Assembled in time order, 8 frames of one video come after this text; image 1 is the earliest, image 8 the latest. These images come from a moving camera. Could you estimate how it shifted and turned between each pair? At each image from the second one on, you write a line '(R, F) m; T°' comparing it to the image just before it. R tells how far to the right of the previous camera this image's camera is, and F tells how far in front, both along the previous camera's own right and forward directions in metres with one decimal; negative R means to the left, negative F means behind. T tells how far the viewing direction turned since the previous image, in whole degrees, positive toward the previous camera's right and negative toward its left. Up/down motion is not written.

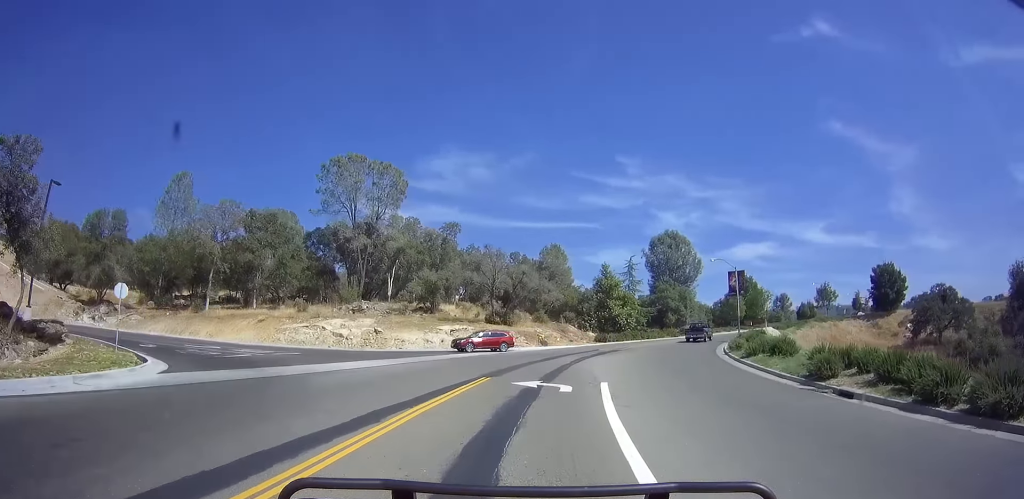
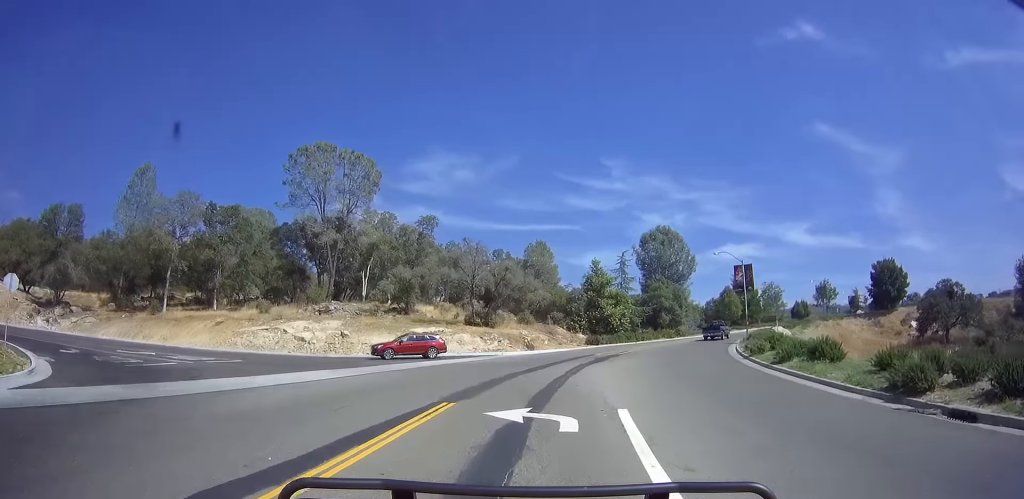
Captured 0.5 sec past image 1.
(+0.2, +5.5) m; +1°
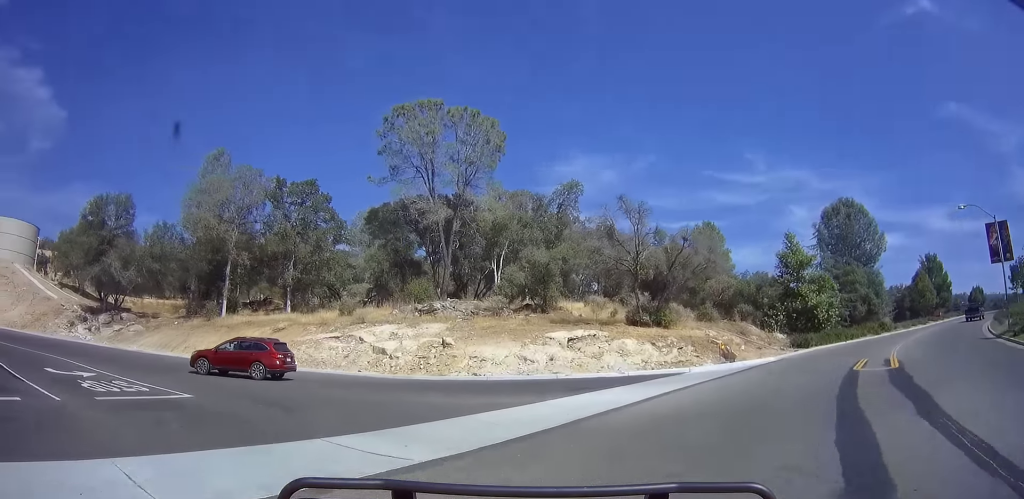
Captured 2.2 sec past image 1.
(-1.4, +14.8) m; -16°
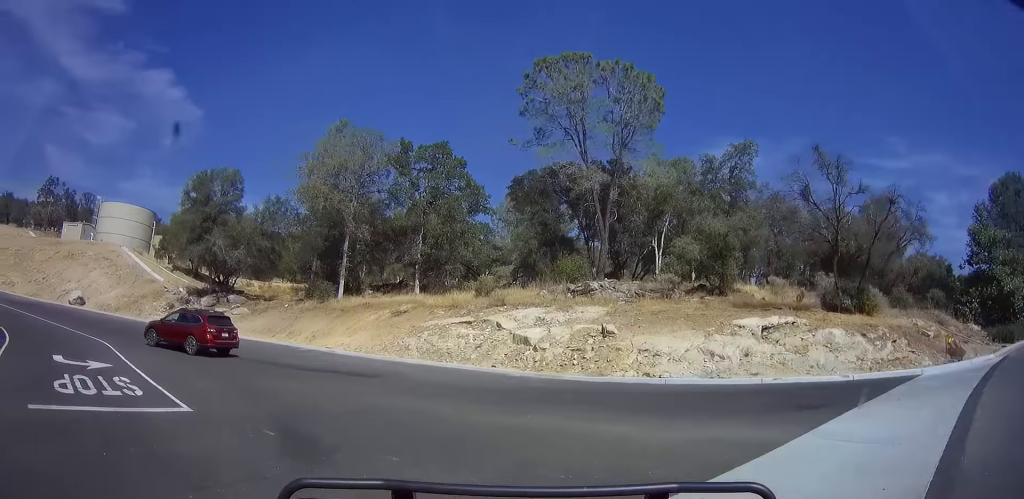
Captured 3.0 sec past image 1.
(-0.7, +6.6) m; -15°
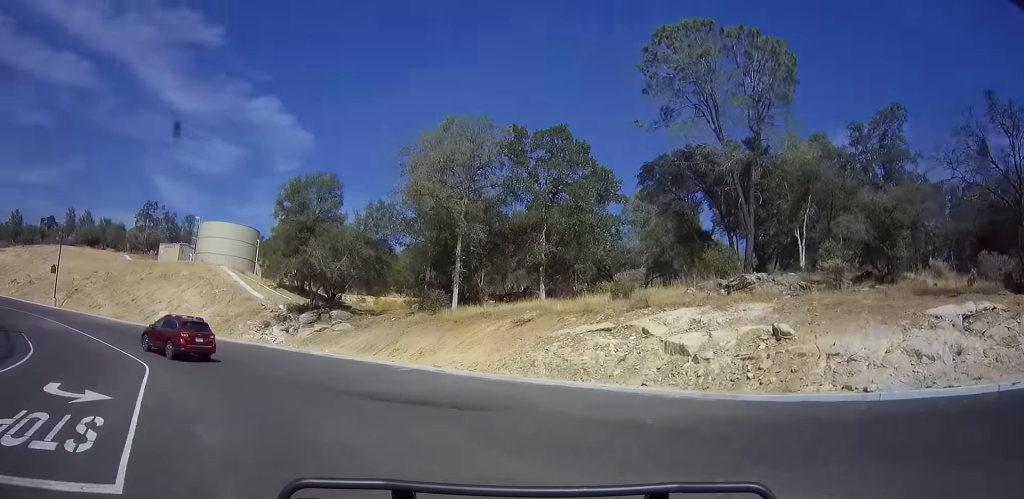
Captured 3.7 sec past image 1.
(-0.2, +5.0) m; -14°
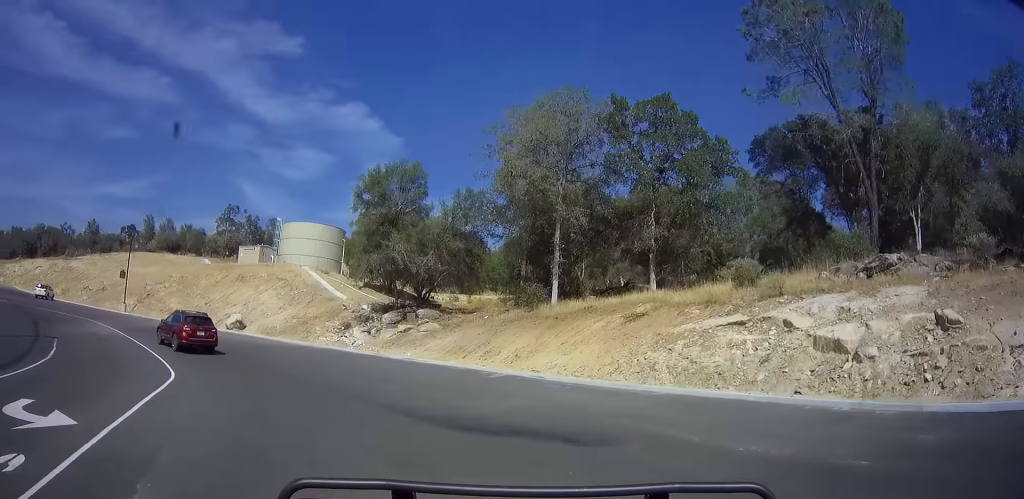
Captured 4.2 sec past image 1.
(-0.7, +3.6) m; -12°
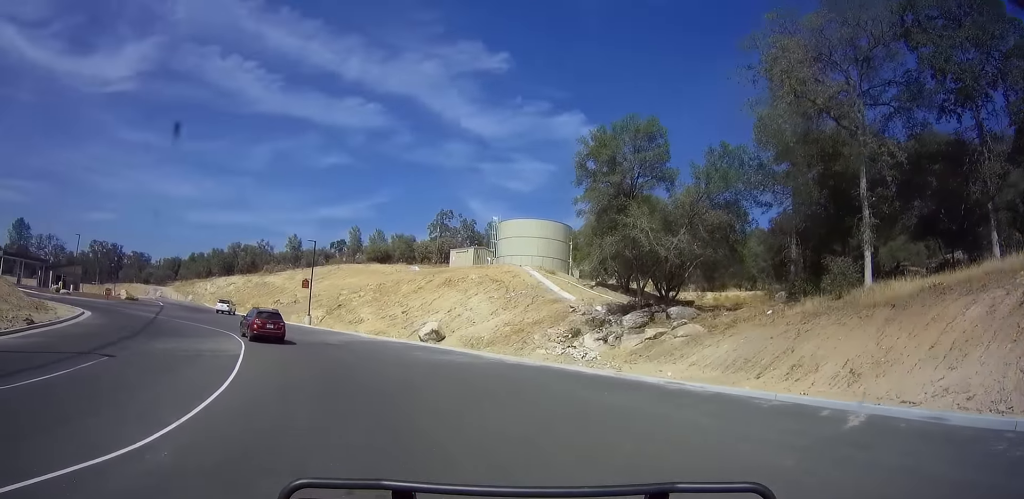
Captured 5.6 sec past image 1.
(-2.1, +9.2) m; -23°
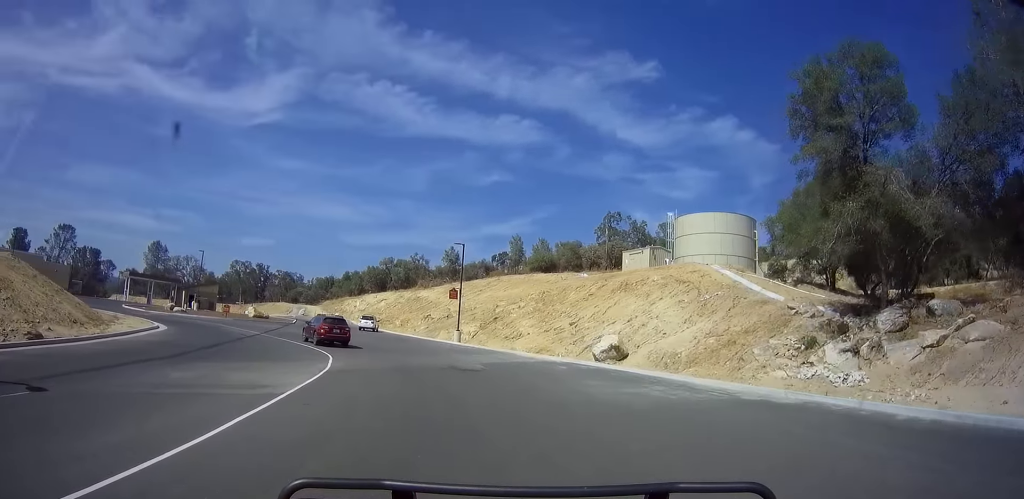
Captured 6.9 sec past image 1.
(-1.4, +8.7) m; -19°
